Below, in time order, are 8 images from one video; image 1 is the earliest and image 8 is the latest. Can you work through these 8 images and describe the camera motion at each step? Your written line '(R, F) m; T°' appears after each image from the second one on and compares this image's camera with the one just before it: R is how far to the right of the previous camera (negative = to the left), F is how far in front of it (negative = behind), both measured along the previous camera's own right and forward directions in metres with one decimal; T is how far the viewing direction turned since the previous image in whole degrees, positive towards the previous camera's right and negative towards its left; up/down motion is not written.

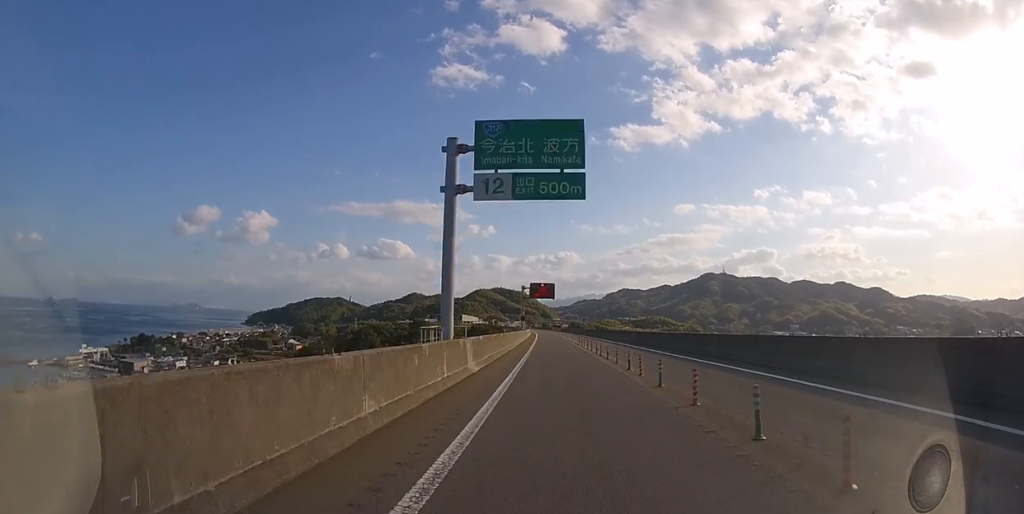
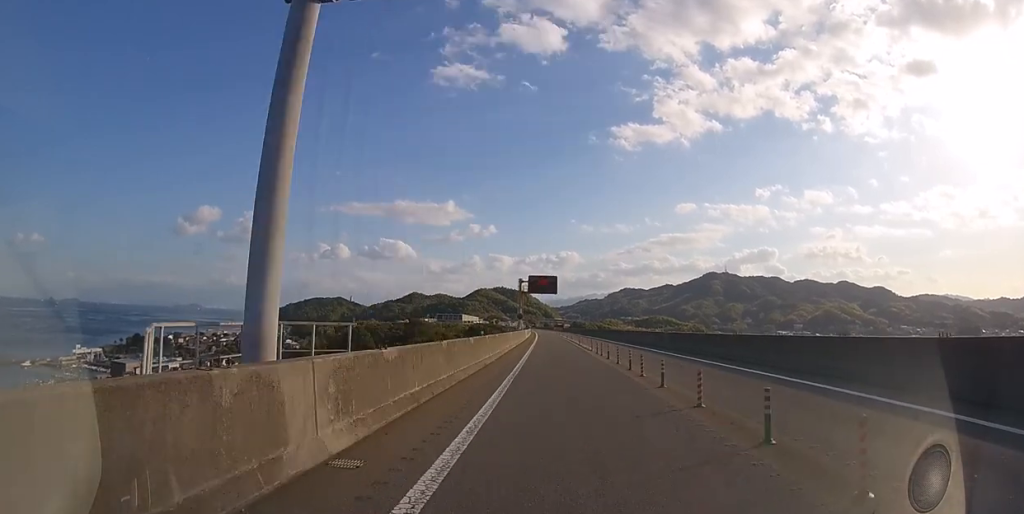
(0.0, +10.7) m; 0°
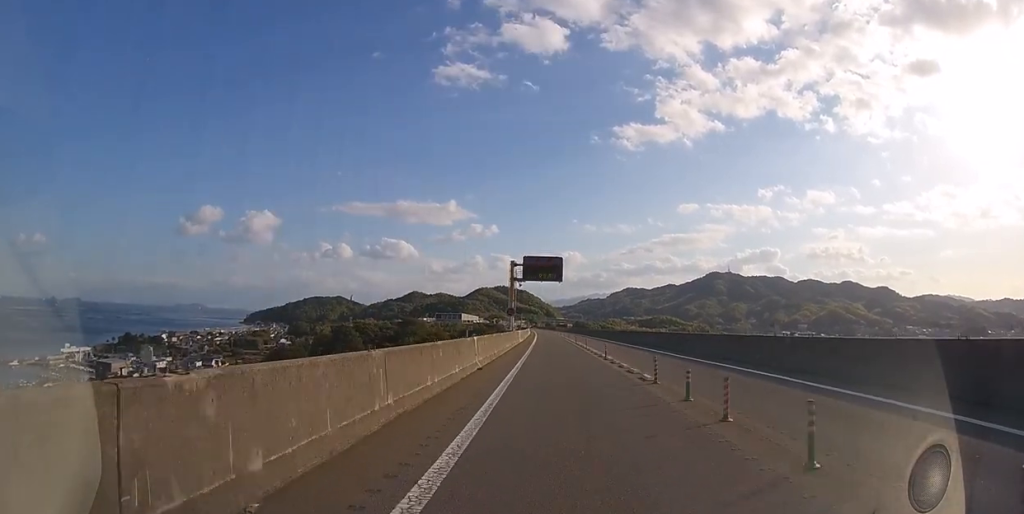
(0.0, +16.3) m; 0°
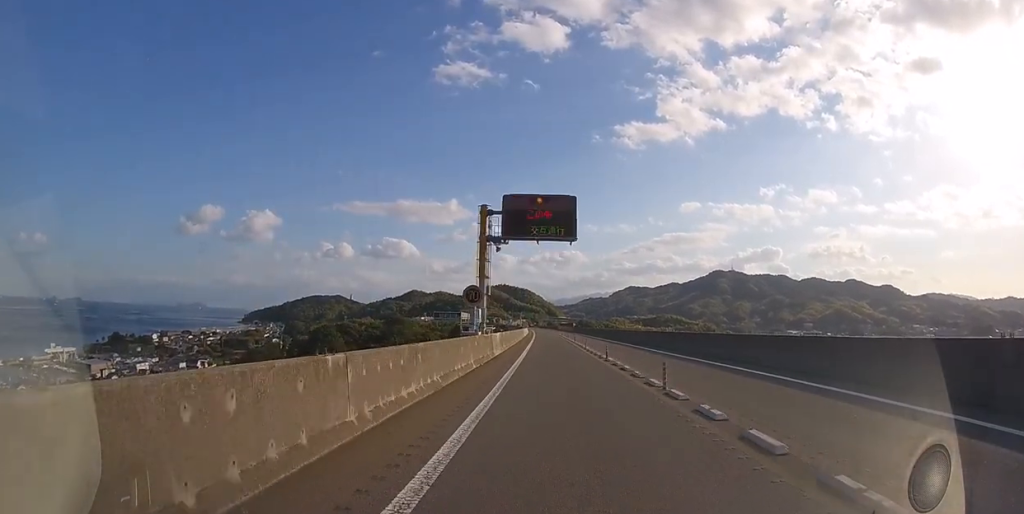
(-0.1, +21.3) m; 0°
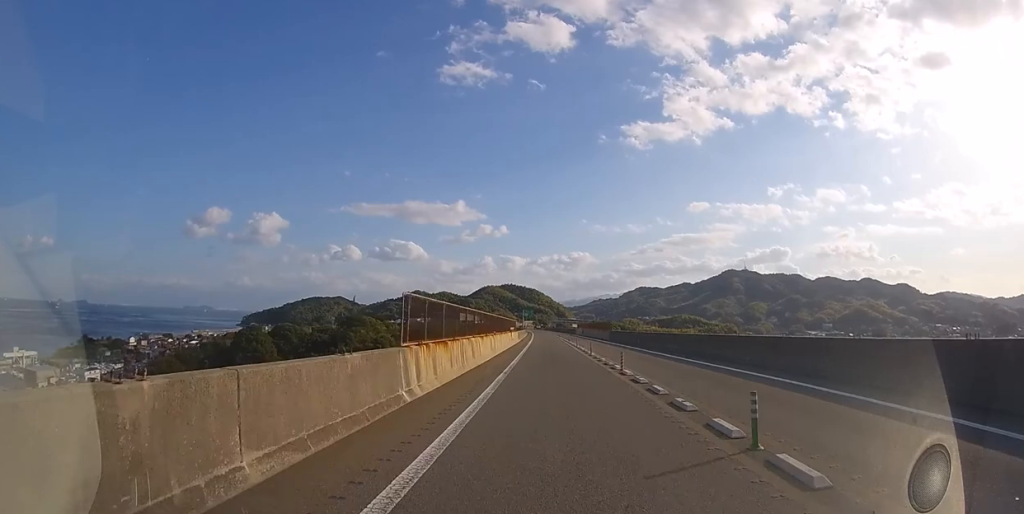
(-0.4, +54.6) m; -1°
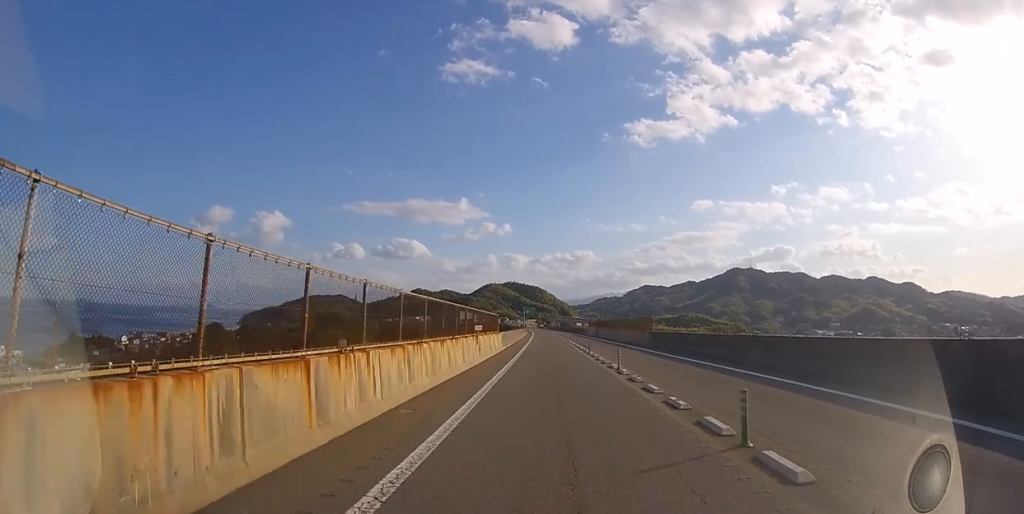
(-0.1, +19.9) m; 0°
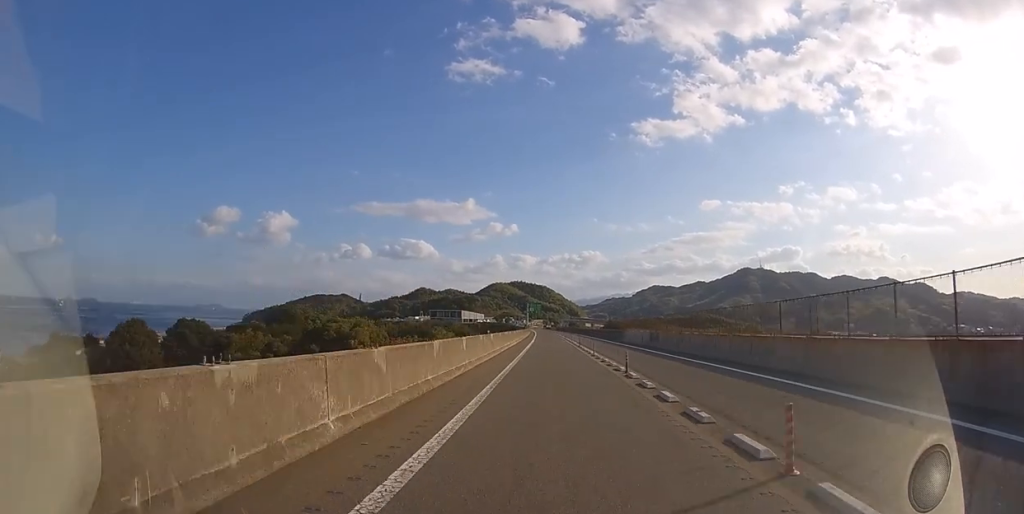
(-0.1, +30.8) m; -1°
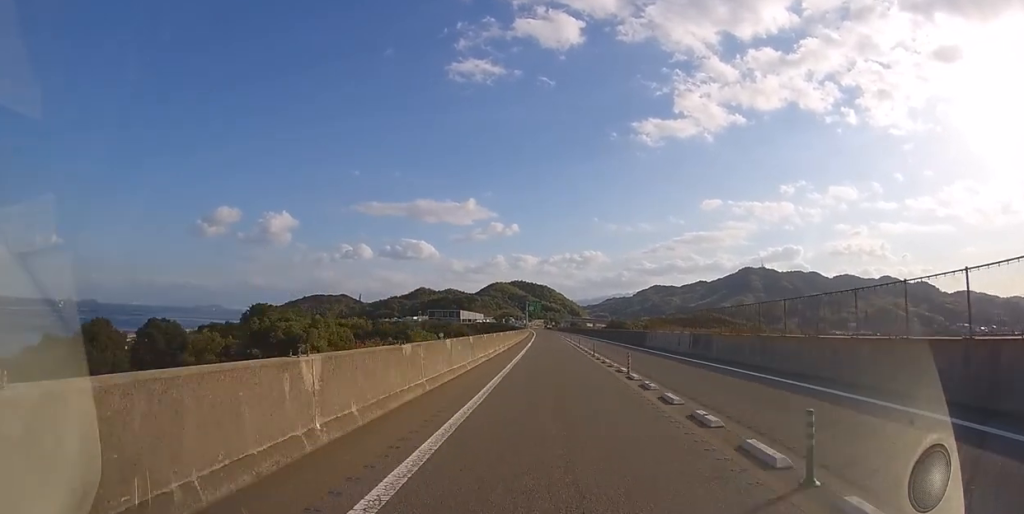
(0.0, +10.7) m; 0°
